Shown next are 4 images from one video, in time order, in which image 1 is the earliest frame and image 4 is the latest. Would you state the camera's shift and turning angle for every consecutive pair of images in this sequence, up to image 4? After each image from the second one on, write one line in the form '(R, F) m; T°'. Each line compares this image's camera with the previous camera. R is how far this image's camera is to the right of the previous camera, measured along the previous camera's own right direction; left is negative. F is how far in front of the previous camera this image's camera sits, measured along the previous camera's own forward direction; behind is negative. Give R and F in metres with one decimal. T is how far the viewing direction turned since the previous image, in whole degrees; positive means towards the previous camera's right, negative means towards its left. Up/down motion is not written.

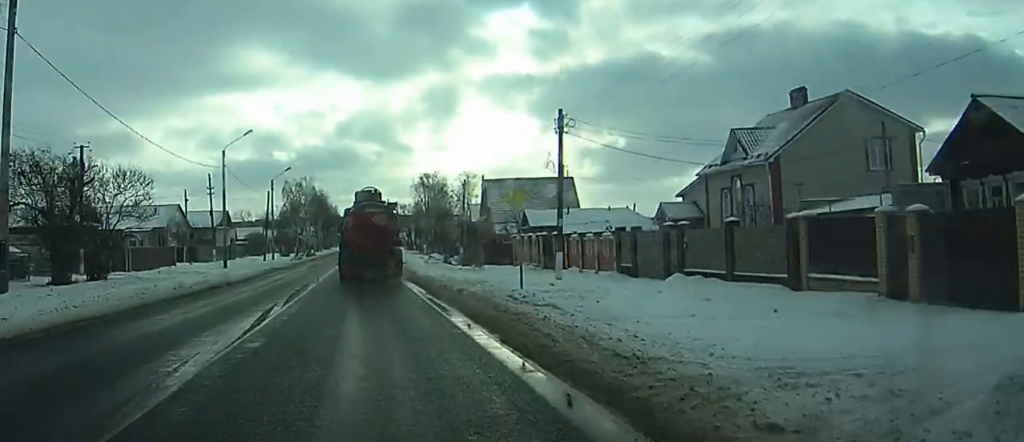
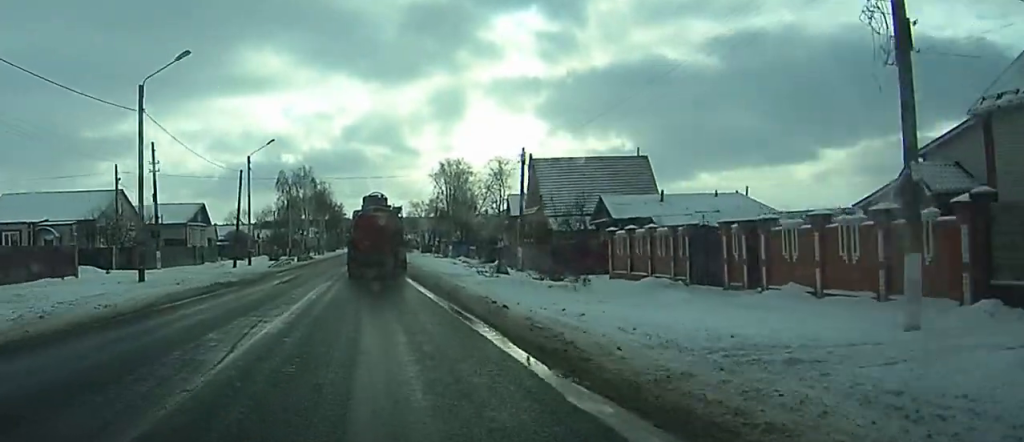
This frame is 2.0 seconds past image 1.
(-0.2, +24.0) m; +2°
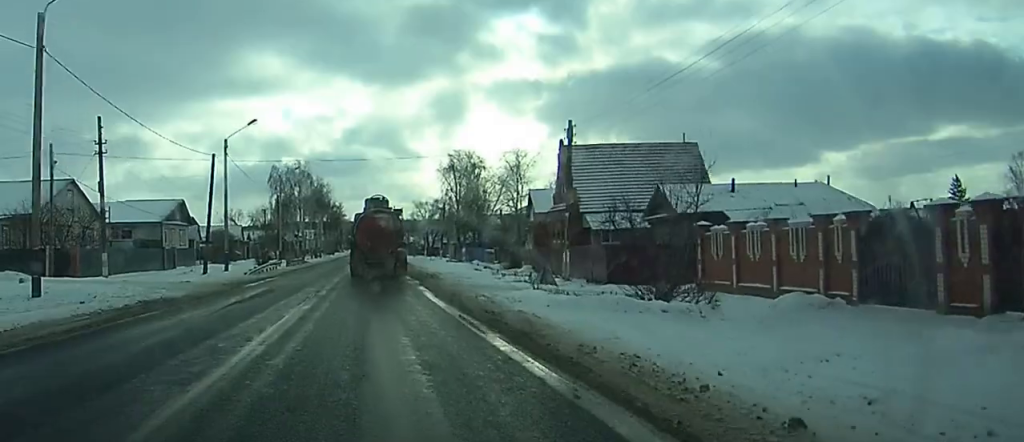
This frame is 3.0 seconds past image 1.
(+0.1, +12.1) m; +1°
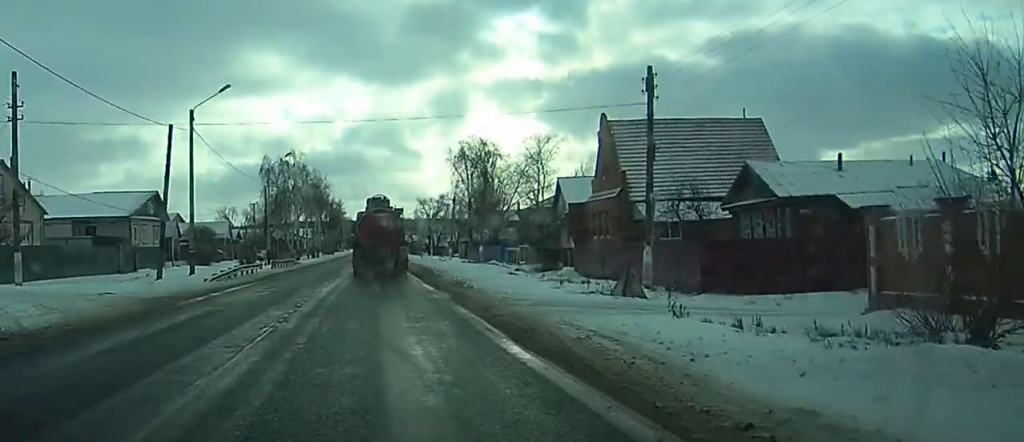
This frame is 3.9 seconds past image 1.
(+0.1, +12.0) m; -1°
